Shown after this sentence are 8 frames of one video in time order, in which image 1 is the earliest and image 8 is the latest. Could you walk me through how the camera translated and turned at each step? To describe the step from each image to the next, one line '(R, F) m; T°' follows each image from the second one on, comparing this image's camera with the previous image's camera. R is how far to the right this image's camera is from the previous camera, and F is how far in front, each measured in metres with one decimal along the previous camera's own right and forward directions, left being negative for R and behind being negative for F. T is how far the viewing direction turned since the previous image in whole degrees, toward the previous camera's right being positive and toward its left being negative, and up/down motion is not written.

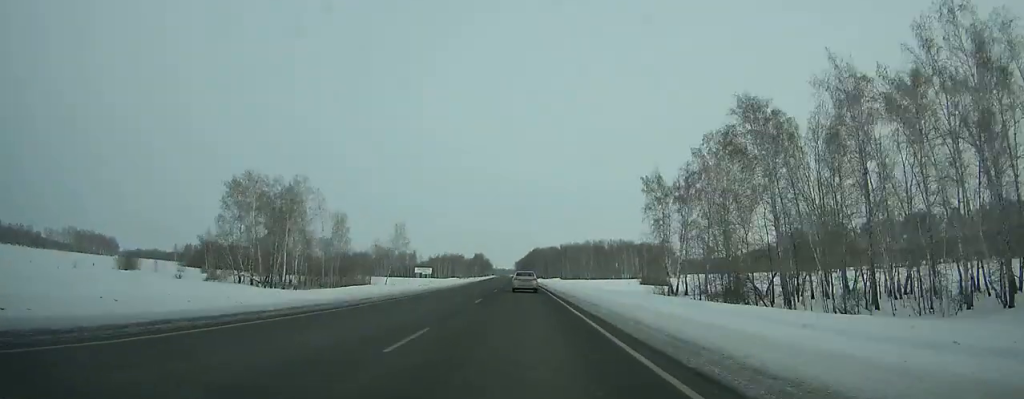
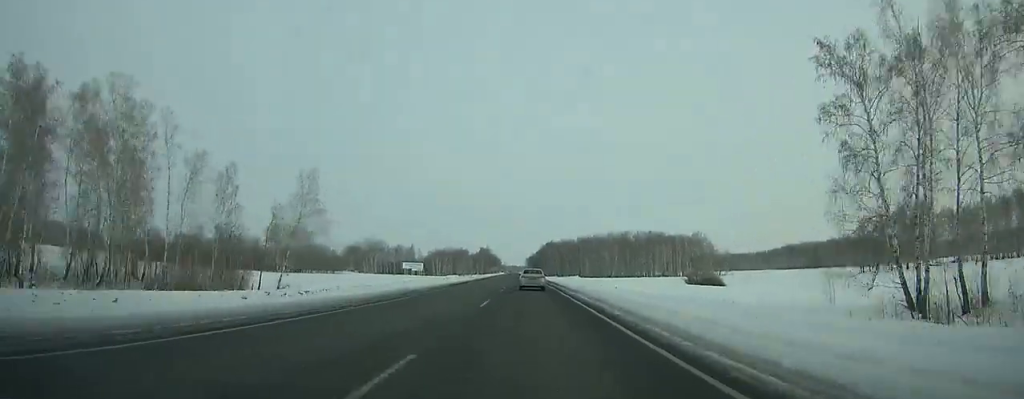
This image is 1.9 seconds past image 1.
(-0.8, +52.1) m; -1°
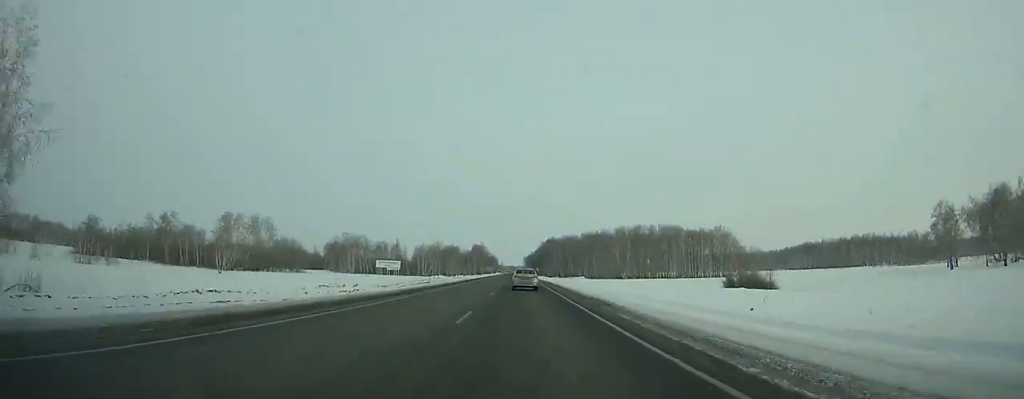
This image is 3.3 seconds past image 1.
(-0.2, +38.2) m; 0°
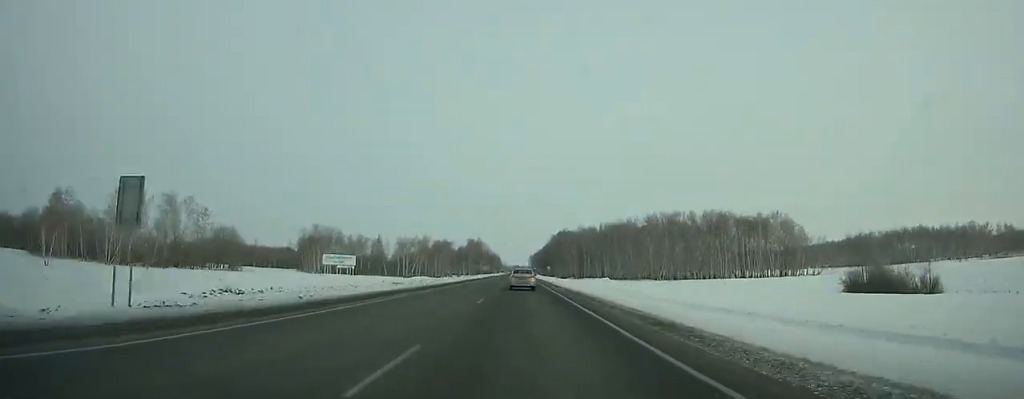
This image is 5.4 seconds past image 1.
(-0.2, +56.6) m; 0°
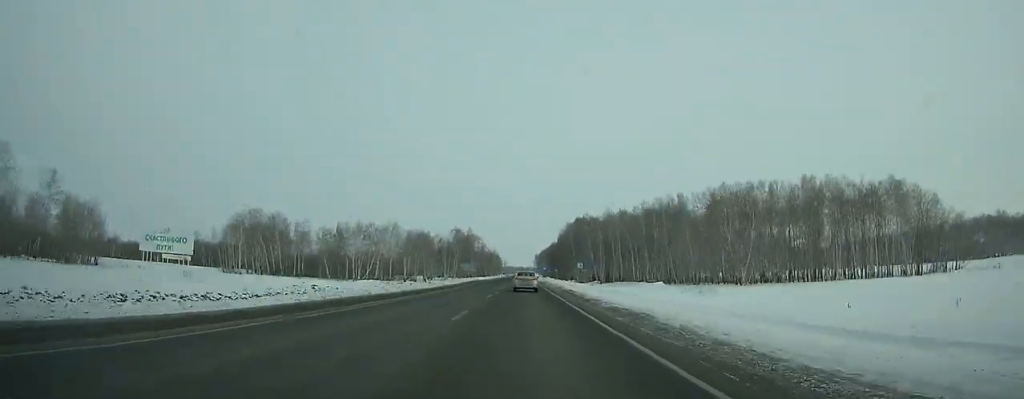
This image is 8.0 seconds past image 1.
(-0.1, +69.2) m; 0°
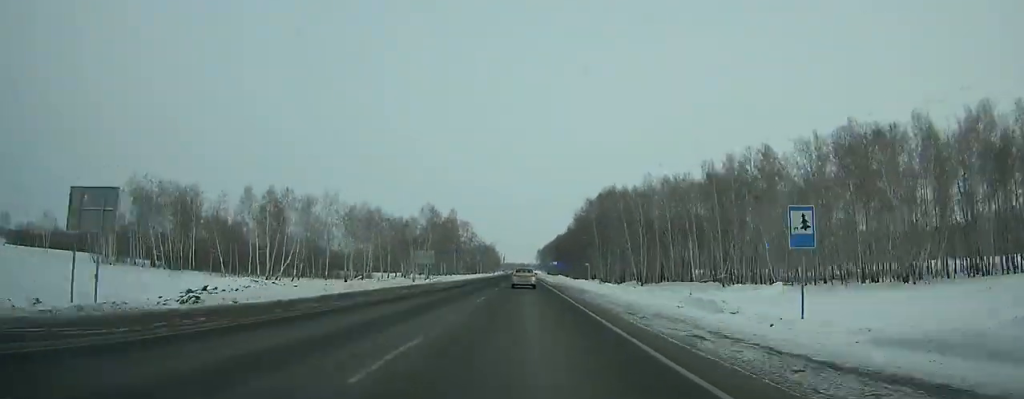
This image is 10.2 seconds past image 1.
(0.0, +58.1) m; 0°
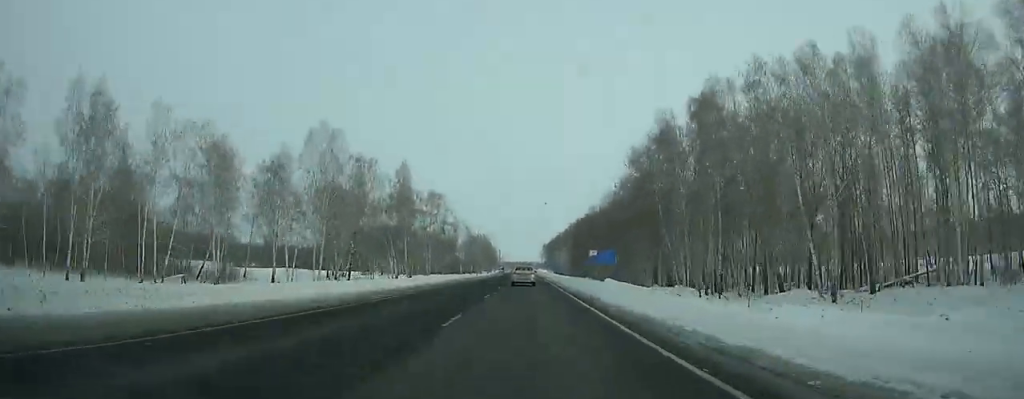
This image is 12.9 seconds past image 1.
(-0.1, +71.1) m; 0°
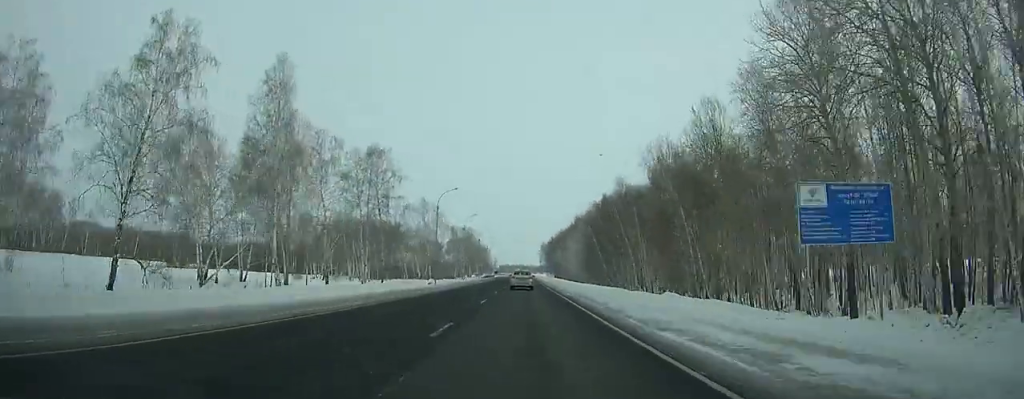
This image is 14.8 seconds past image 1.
(-0.1, +50.0) m; 0°
